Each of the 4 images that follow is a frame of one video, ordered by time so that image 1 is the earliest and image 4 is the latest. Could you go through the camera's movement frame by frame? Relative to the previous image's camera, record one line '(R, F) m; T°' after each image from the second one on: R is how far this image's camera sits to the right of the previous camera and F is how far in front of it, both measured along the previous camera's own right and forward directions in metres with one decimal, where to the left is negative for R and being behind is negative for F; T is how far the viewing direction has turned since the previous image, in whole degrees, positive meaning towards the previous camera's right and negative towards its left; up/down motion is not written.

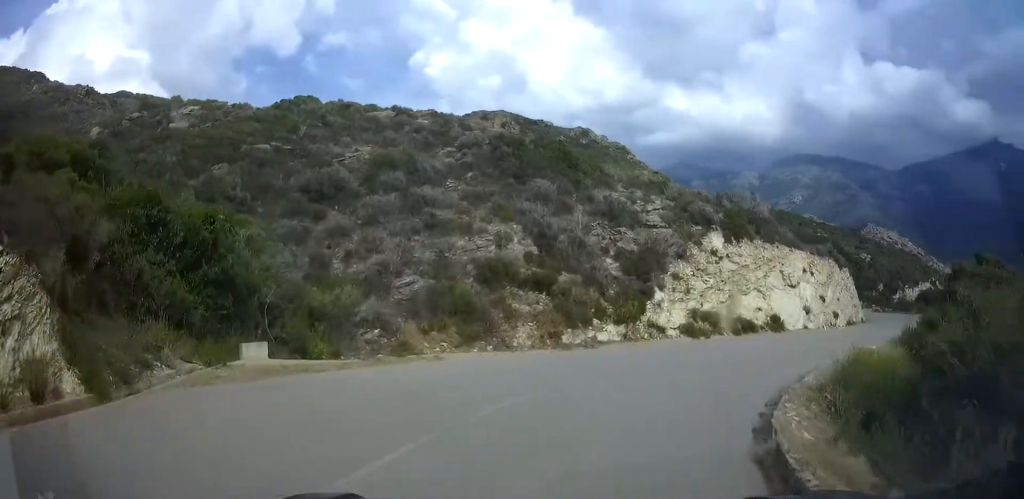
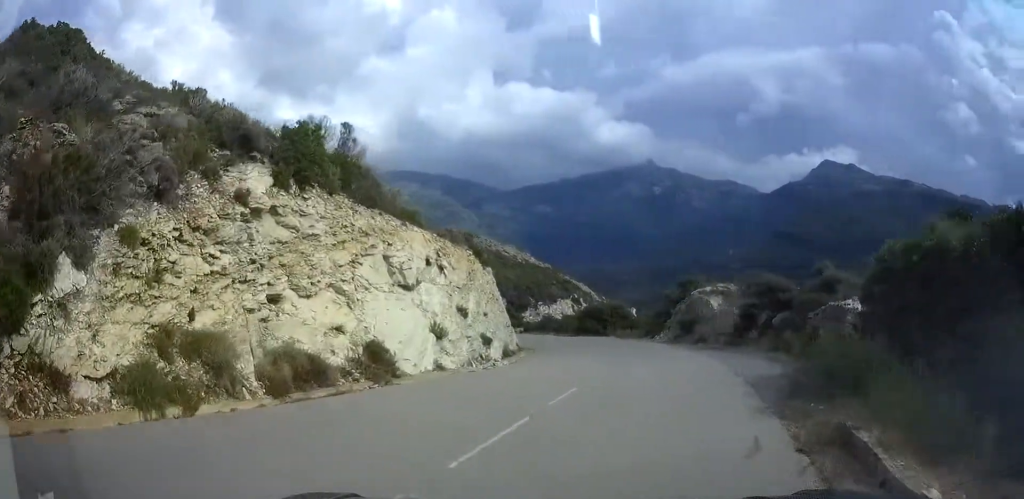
(+3.8, +15.6) m; +25°
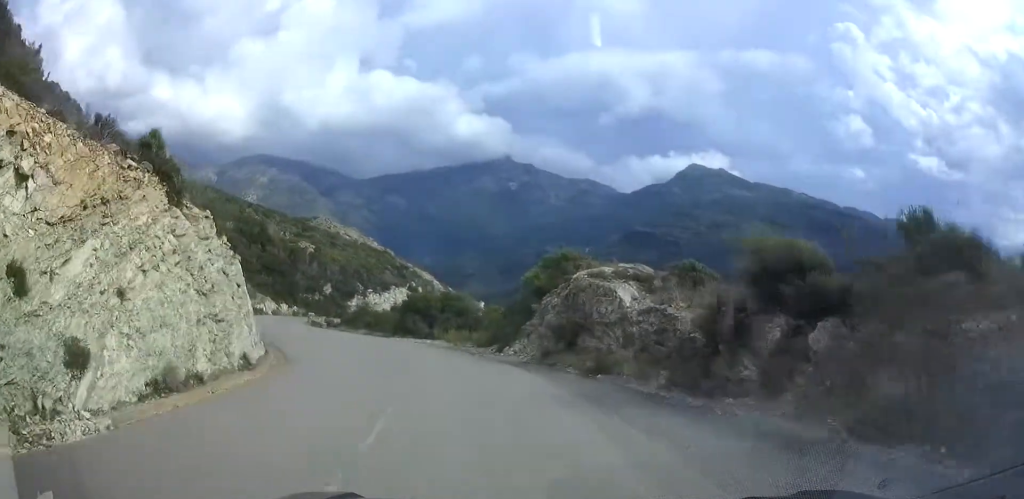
(+2.2, +13.9) m; +9°
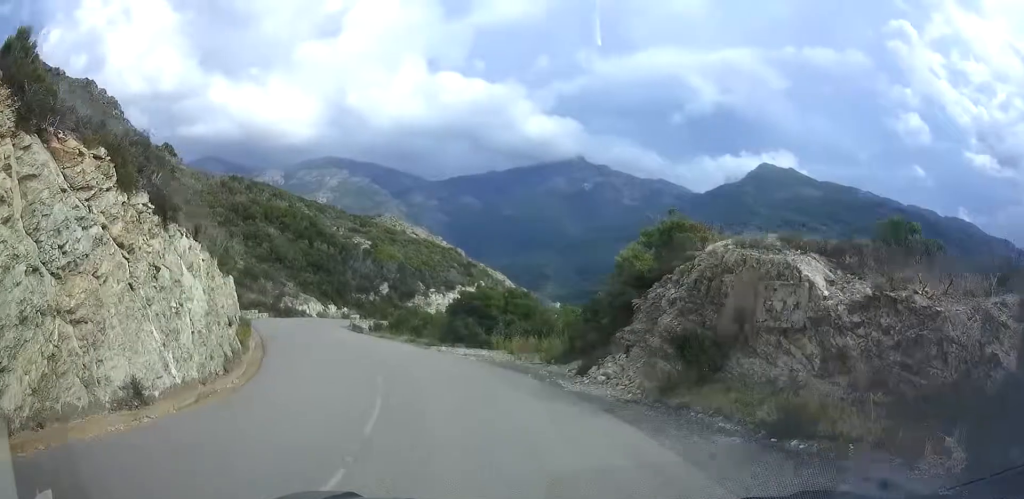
(-0.6, +7.6) m; -4°
